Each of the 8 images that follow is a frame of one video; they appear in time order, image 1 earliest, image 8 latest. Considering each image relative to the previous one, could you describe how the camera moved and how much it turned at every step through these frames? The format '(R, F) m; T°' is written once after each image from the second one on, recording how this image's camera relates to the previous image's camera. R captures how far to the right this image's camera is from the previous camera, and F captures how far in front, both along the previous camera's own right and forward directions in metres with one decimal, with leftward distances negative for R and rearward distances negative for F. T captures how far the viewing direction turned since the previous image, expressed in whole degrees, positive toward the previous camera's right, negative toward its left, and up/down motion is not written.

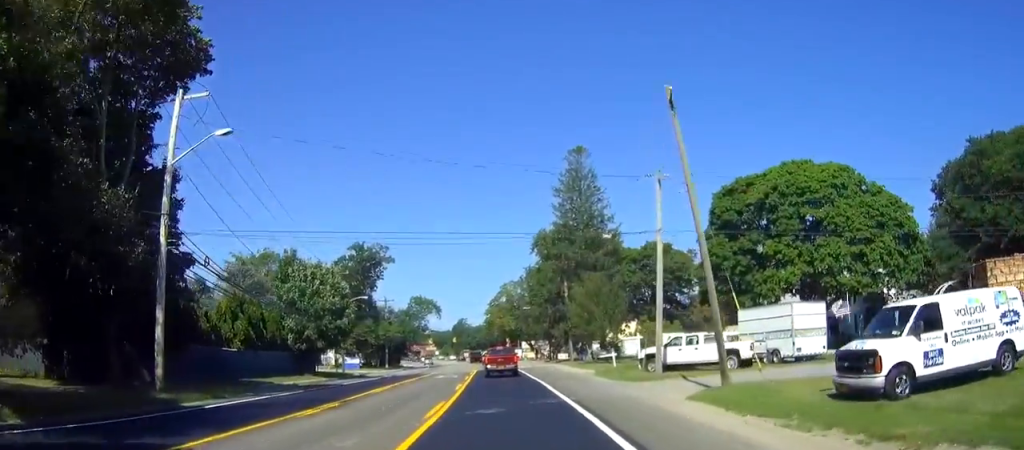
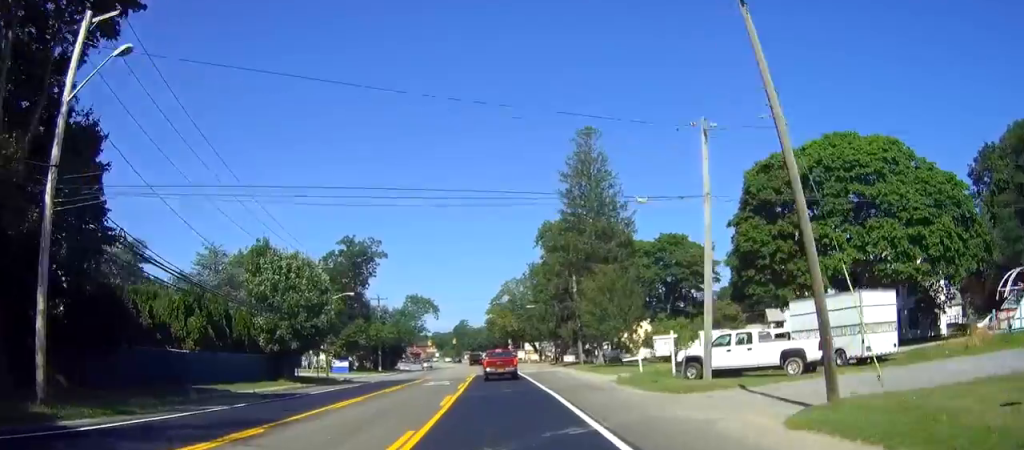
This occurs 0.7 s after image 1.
(0.0, +7.5) m; 0°
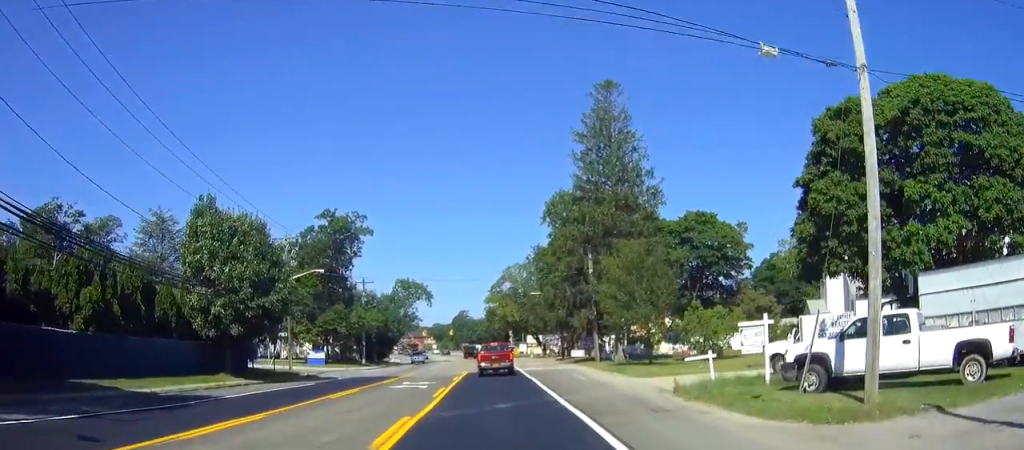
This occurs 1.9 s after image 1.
(0.0, +11.5) m; 0°
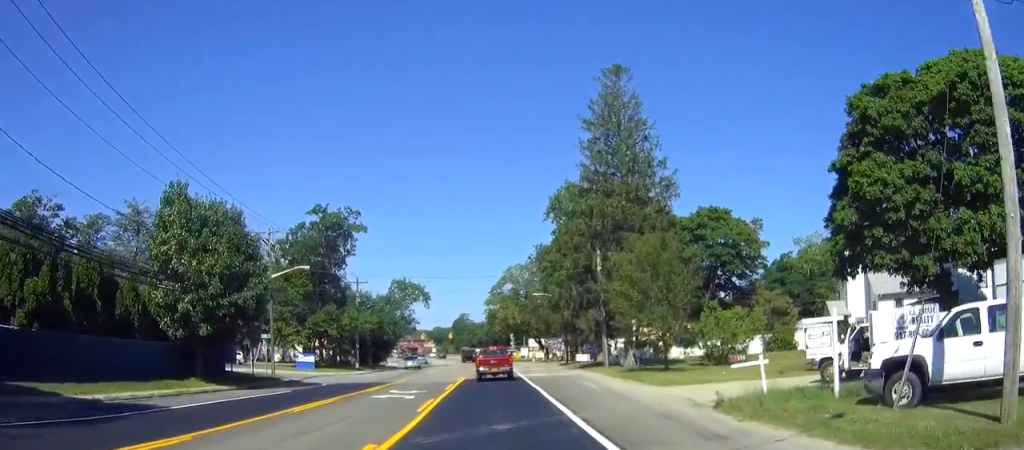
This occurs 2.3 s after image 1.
(0.0, +4.4) m; 0°
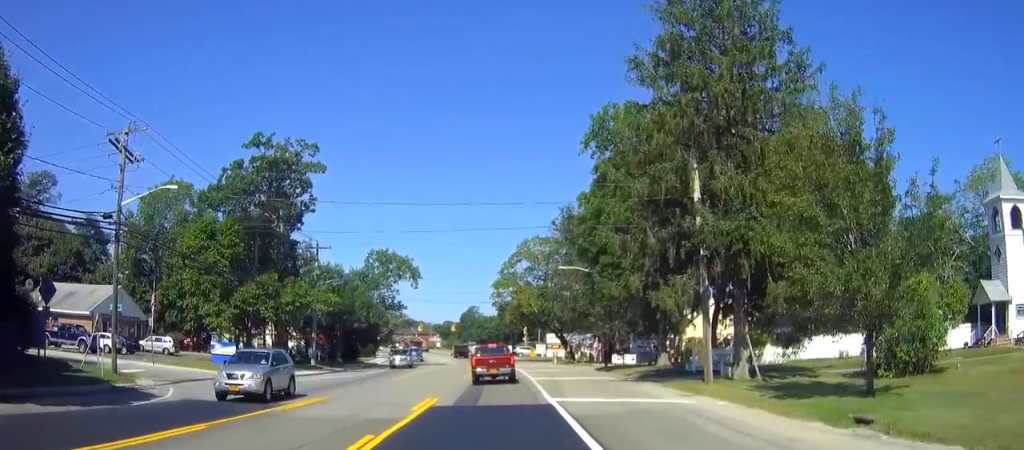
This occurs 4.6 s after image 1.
(0.0, +23.2) m; 0°
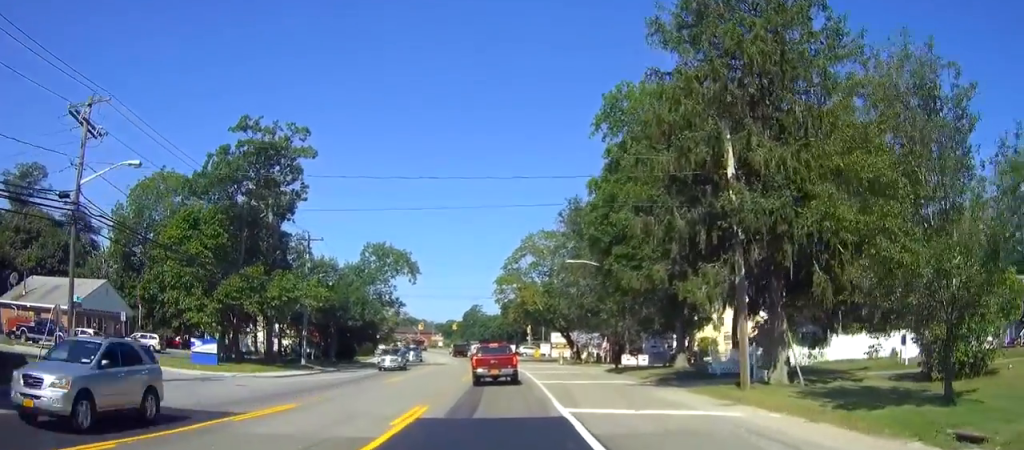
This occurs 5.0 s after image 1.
(0.0, +3.7) m; 0°
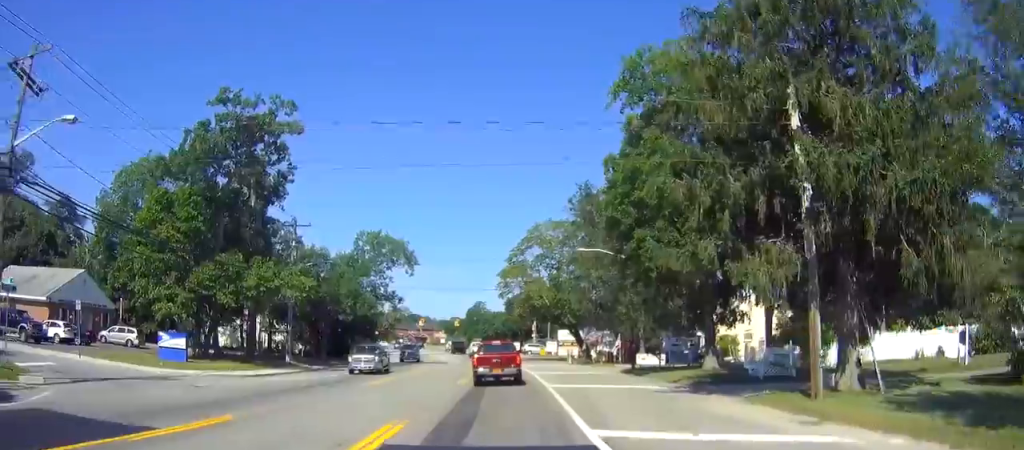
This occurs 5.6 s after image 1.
(0.0, +5.1) m; 0°
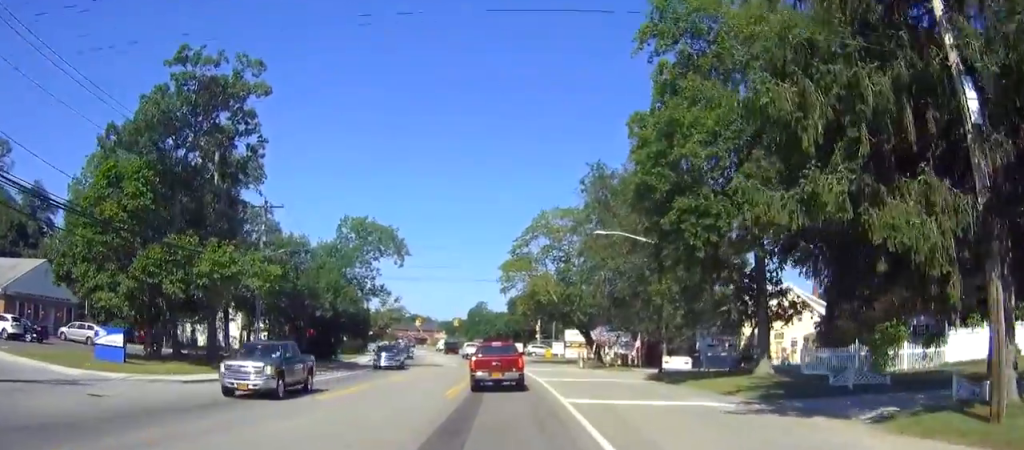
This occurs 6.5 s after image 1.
(0.0, +7.4) m; -1°
